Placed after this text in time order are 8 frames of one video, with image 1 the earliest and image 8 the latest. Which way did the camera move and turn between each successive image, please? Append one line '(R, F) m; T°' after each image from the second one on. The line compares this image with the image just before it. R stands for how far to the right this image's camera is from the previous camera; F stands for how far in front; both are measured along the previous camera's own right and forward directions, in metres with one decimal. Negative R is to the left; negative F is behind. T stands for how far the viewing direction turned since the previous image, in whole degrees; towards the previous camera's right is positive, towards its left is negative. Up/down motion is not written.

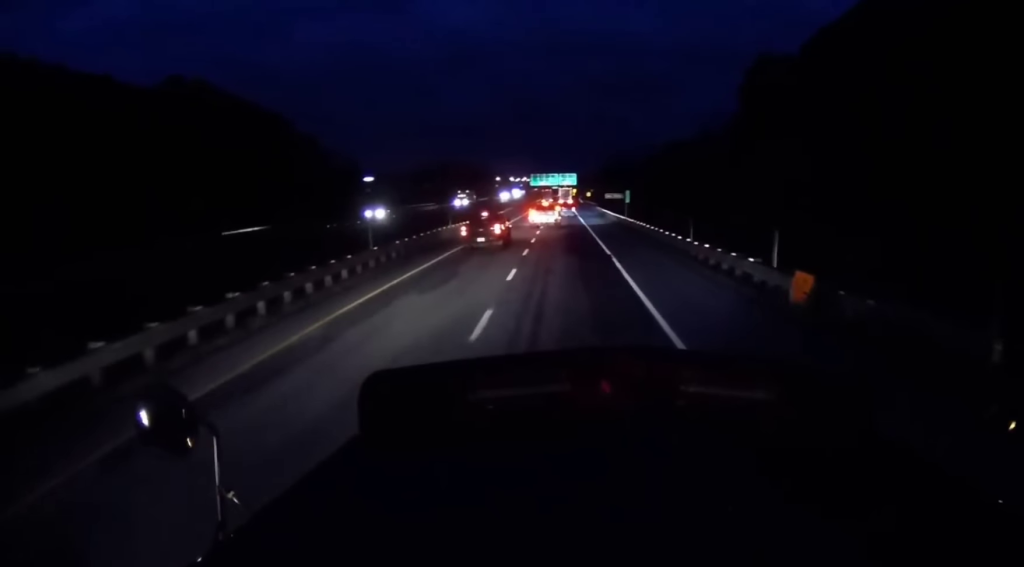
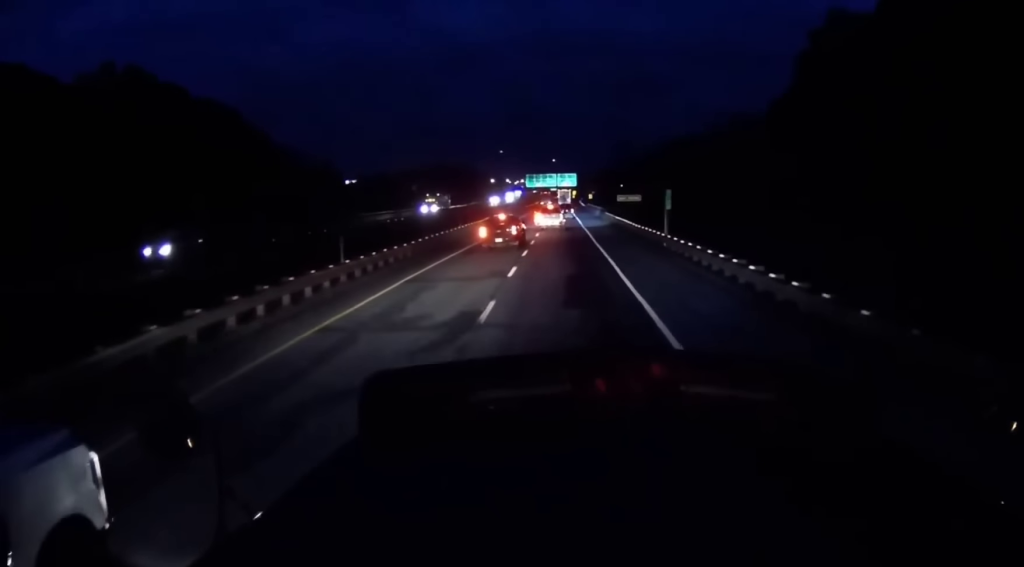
(0.0, +24.6) m; -1°
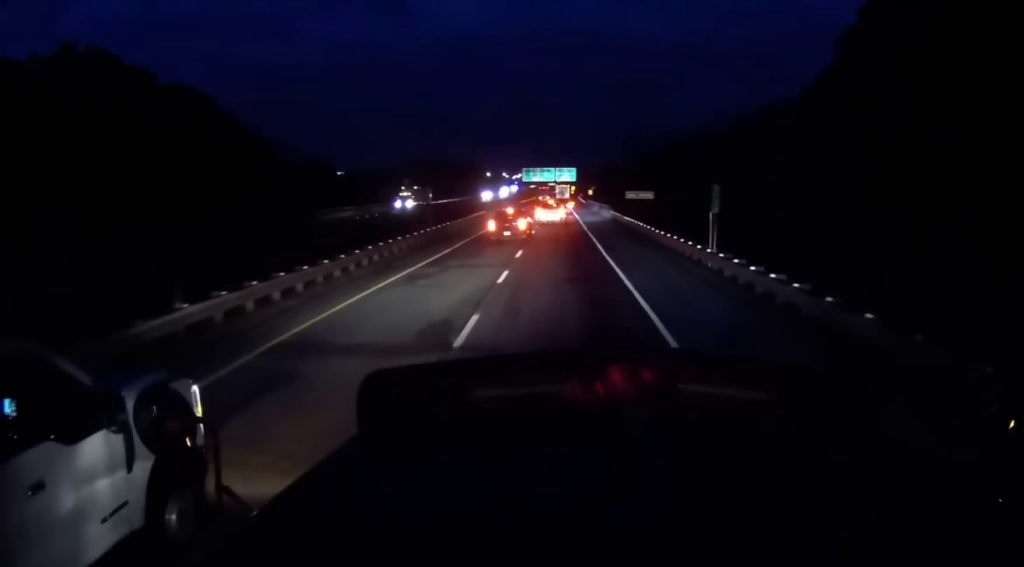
(0.0, +11.8) m; -1°
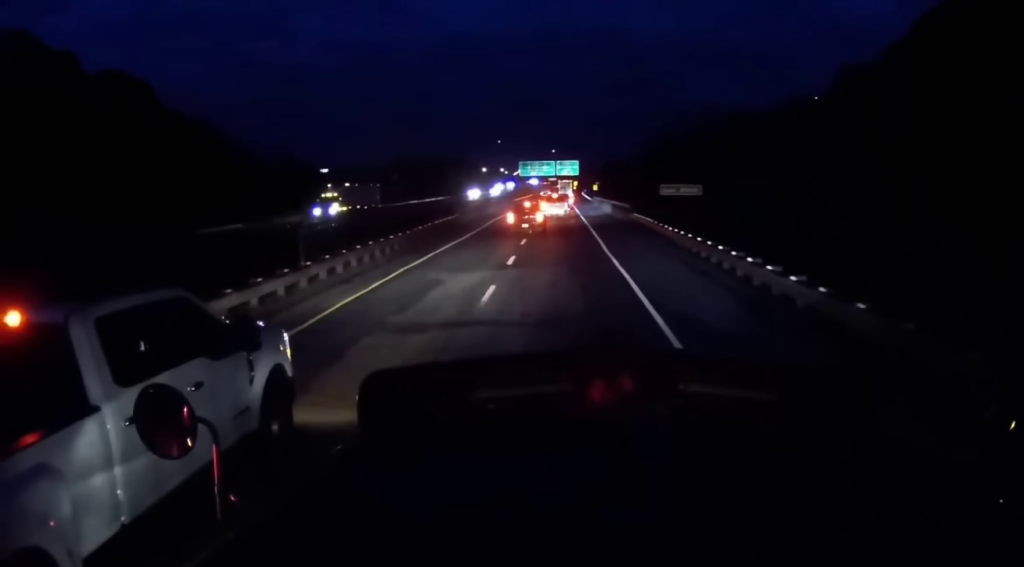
(-0.3, +22.4) m; 0°
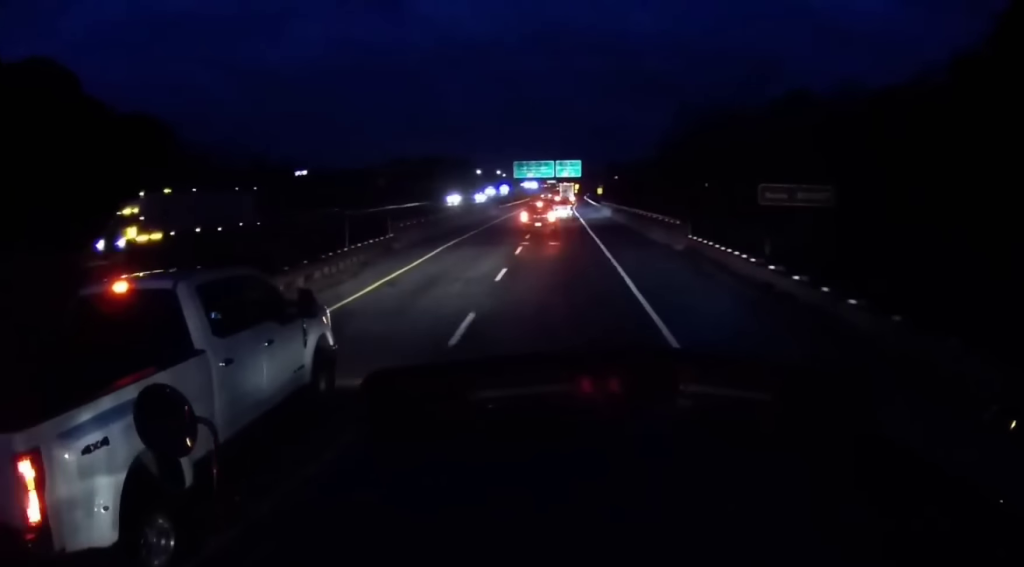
(+0.2, +22.2) m; +1°
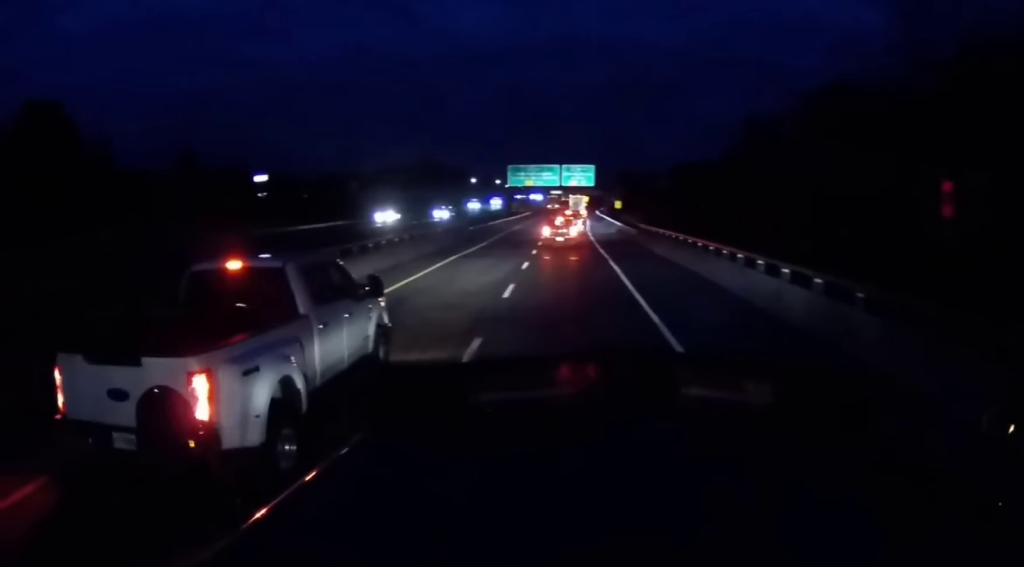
(+0.5, +37.5) m; 0°
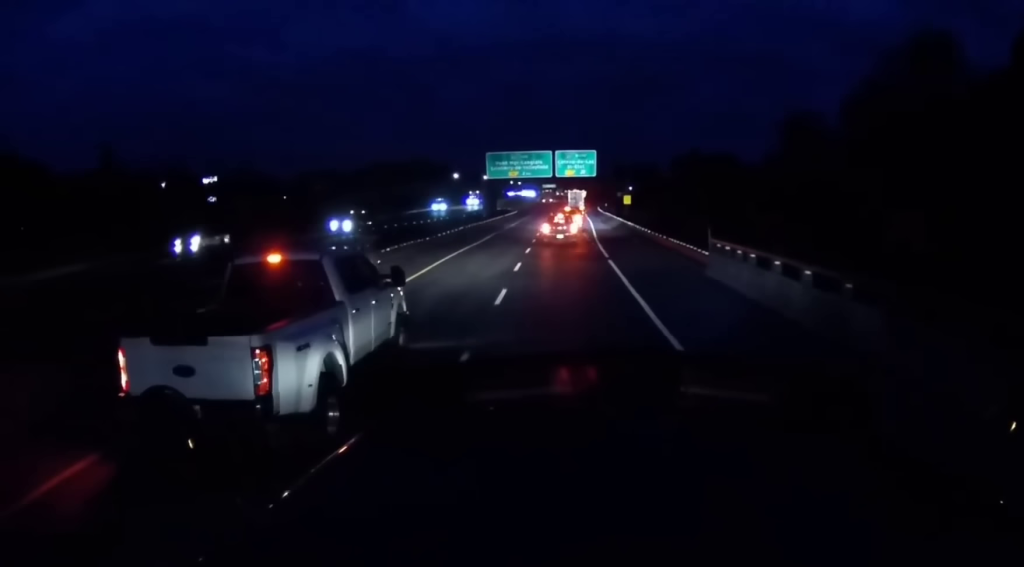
(-0.6, +28.1) m; -1°
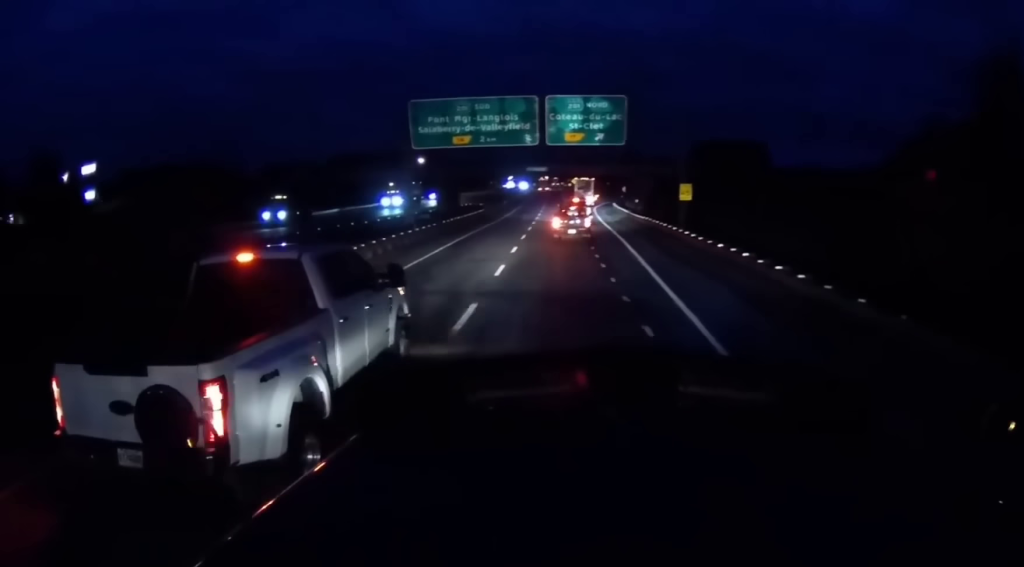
(-0.3, +50.3) m; +1°
